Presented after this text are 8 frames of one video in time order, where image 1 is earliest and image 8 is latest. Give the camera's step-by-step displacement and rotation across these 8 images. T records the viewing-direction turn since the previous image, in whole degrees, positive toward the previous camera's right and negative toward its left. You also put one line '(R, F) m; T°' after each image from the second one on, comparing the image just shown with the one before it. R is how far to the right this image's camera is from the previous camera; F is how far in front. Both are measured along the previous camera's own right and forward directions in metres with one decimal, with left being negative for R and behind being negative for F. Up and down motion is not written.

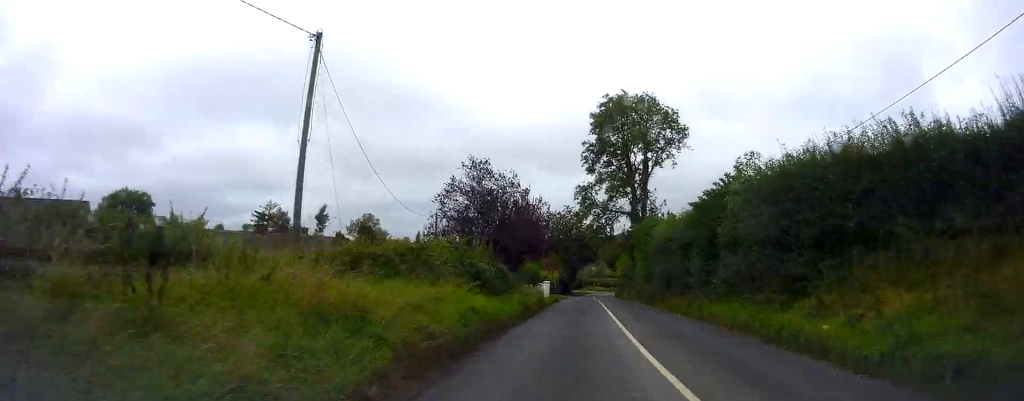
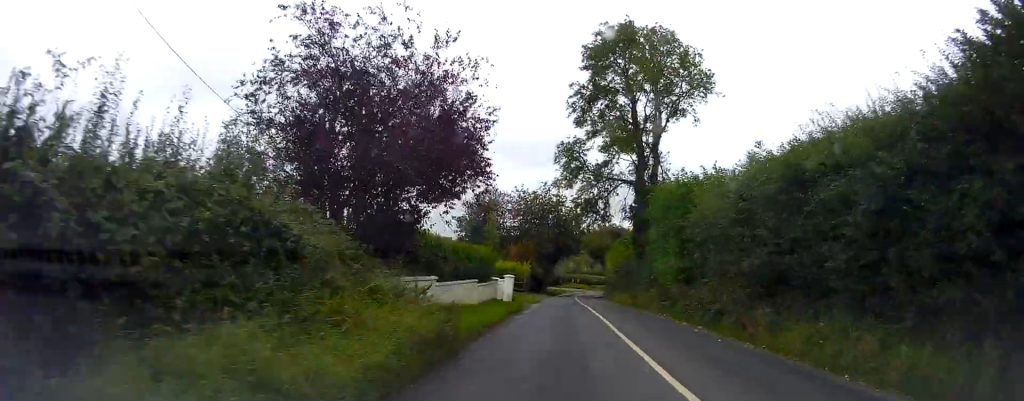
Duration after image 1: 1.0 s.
(+0.3, +16.5) m; +4°
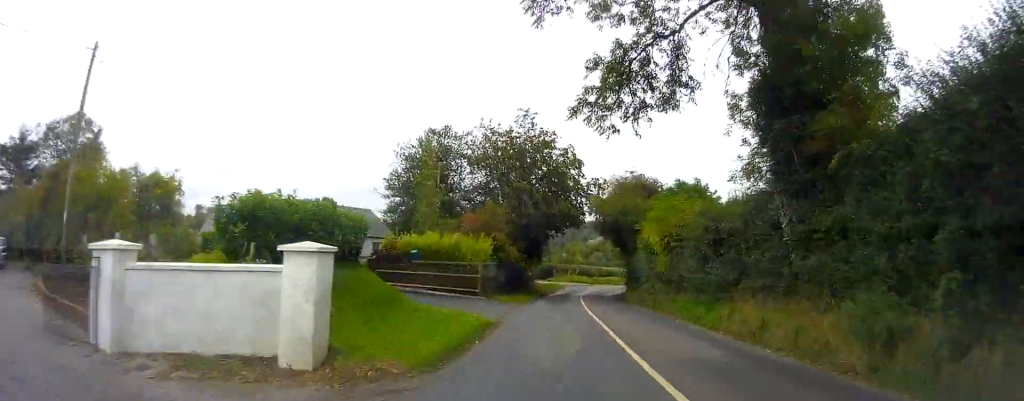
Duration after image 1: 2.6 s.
(+0.8, +25.1) m; +2°
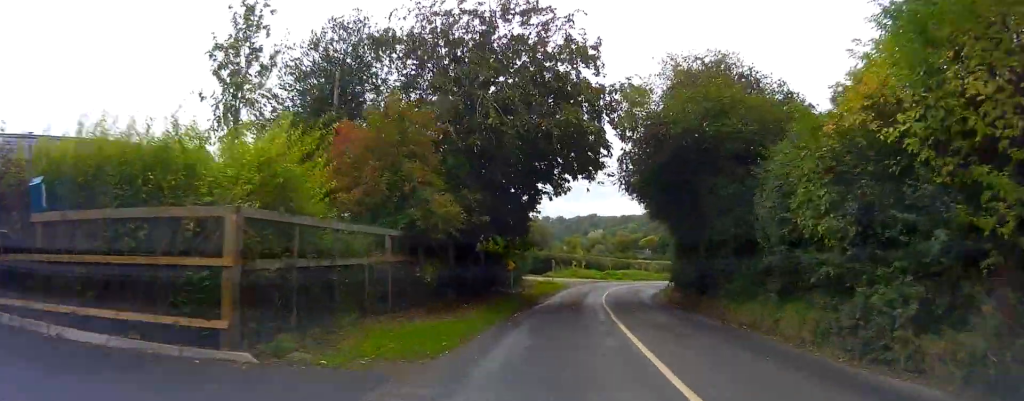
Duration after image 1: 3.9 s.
(+0.6, +19.5) m; +2°
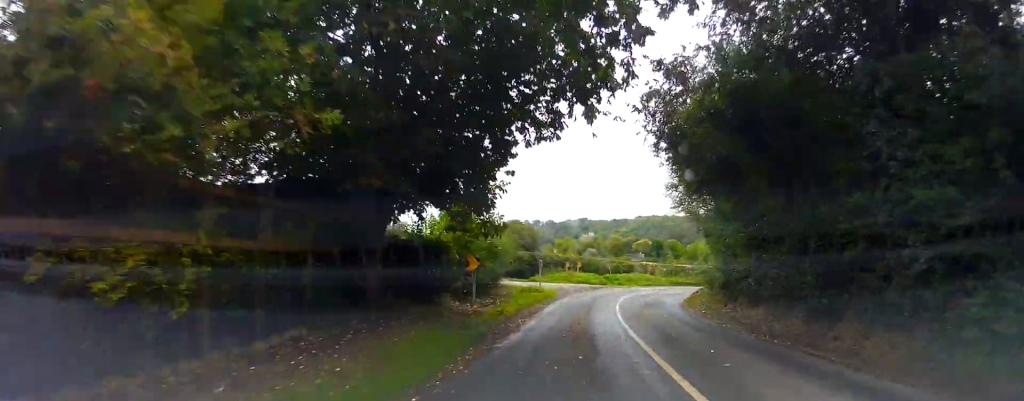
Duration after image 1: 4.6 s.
(-0.1, +10.7) m; 0°
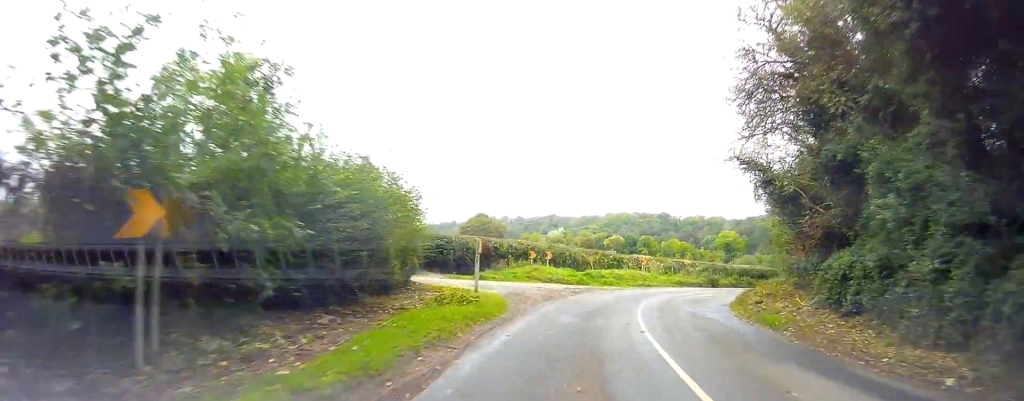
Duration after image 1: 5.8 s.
(-0.1, +14.9) m; -1°
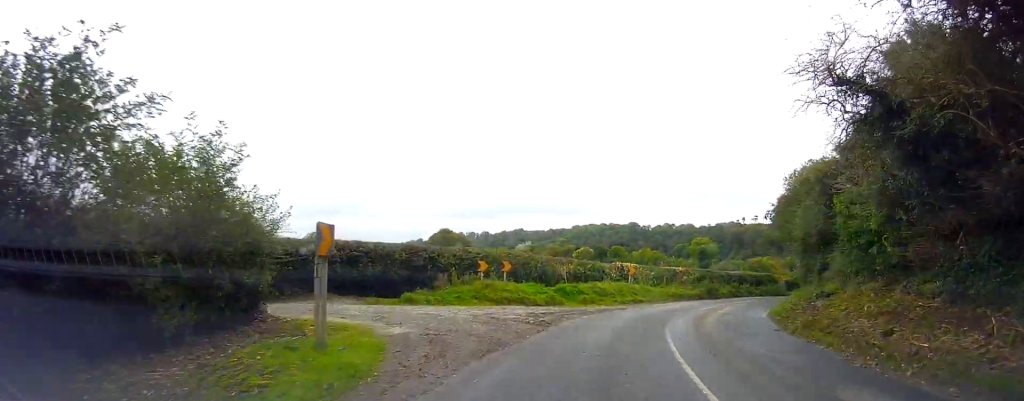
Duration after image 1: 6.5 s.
(-0.1, +9.4) m; +1°
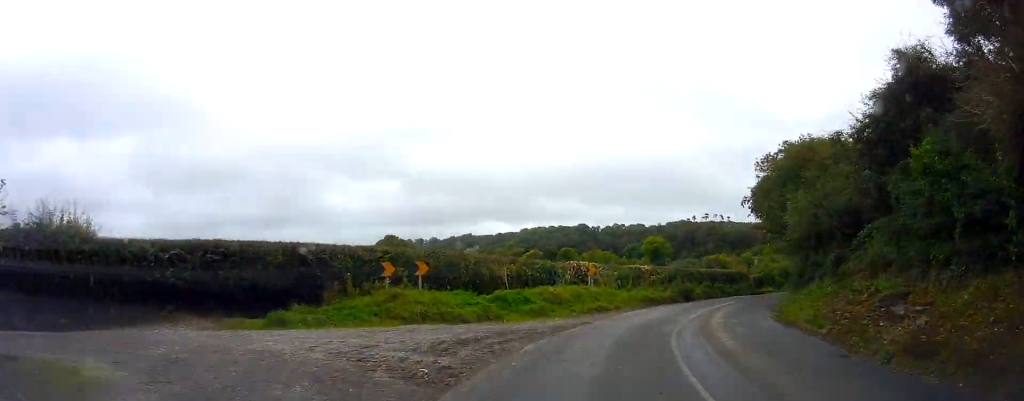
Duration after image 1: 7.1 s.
(-0.2, +7.2) m; +2°
